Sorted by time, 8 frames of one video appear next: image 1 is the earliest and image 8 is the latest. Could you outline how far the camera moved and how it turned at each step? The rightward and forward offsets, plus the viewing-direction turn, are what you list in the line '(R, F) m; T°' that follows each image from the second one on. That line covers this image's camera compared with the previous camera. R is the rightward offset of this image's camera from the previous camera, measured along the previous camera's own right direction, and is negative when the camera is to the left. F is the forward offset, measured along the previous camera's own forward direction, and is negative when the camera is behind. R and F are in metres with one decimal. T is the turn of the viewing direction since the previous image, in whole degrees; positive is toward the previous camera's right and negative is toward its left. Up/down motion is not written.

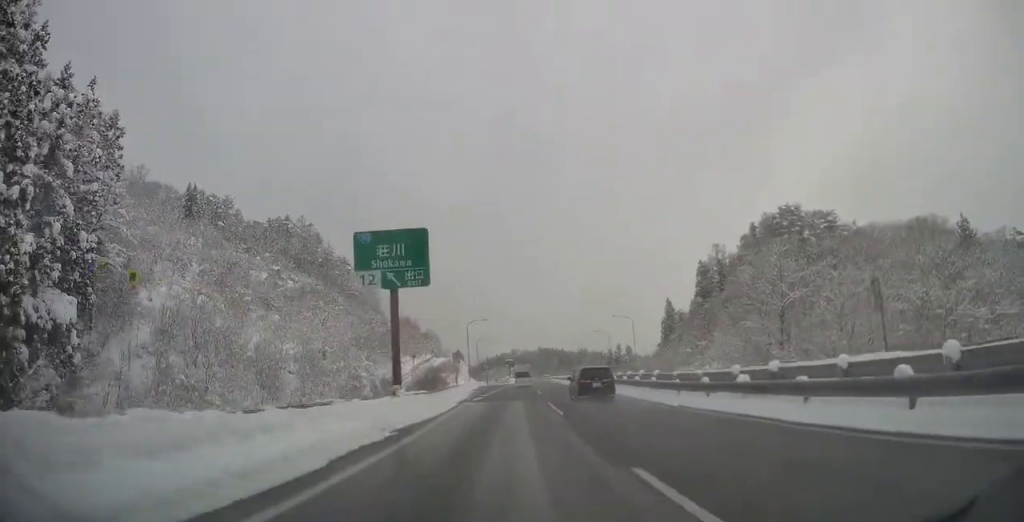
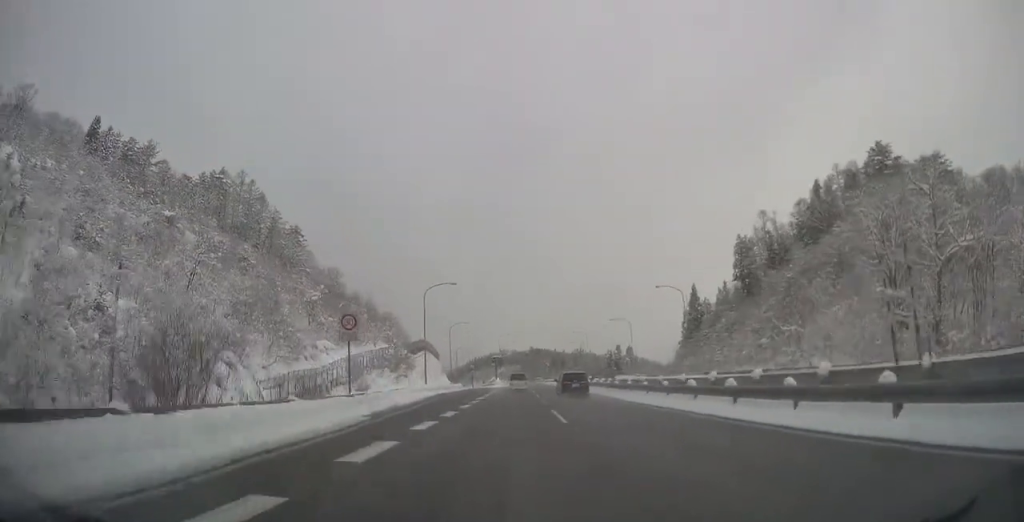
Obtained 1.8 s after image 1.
(0.0, +42.8) m; 0°
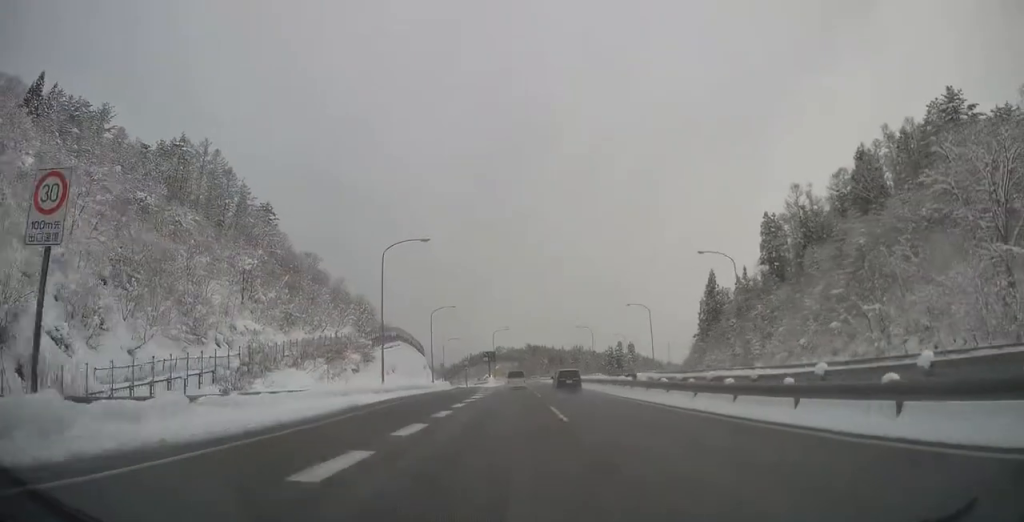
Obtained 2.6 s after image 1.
(0.0, +20.1) m; 0°
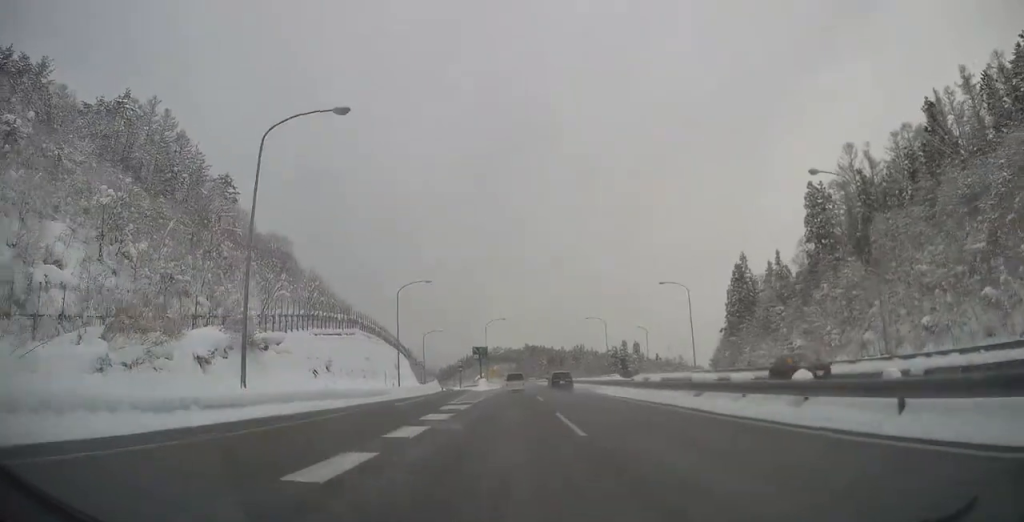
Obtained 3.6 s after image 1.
(0.0, +24.2) m; 0°
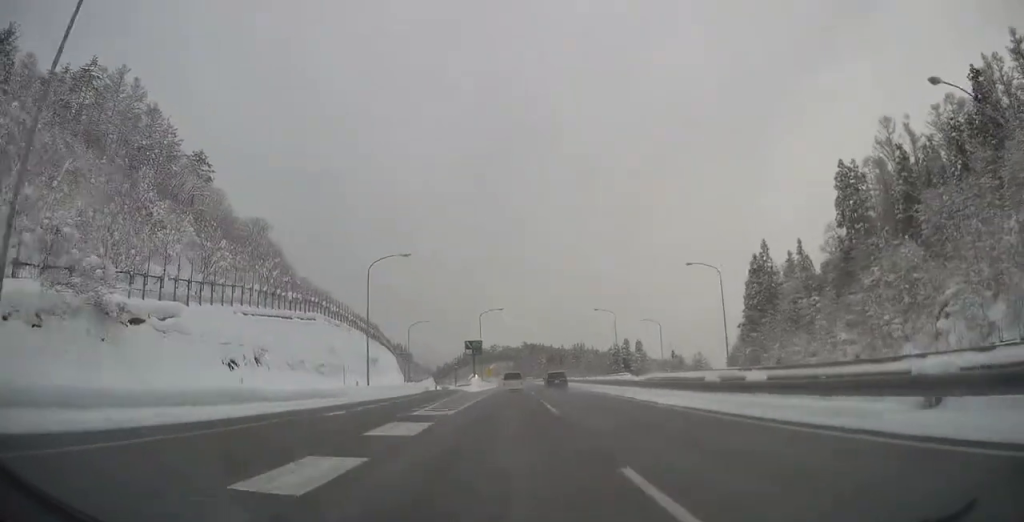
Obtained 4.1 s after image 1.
(0.0, +12.9) m; 0°
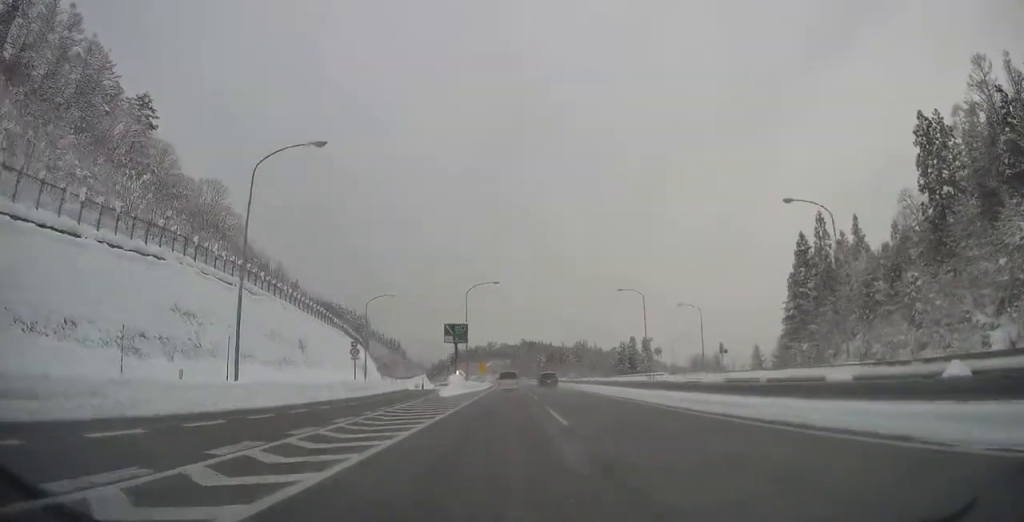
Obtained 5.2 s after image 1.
(+0.1, +24.8) m; +1°
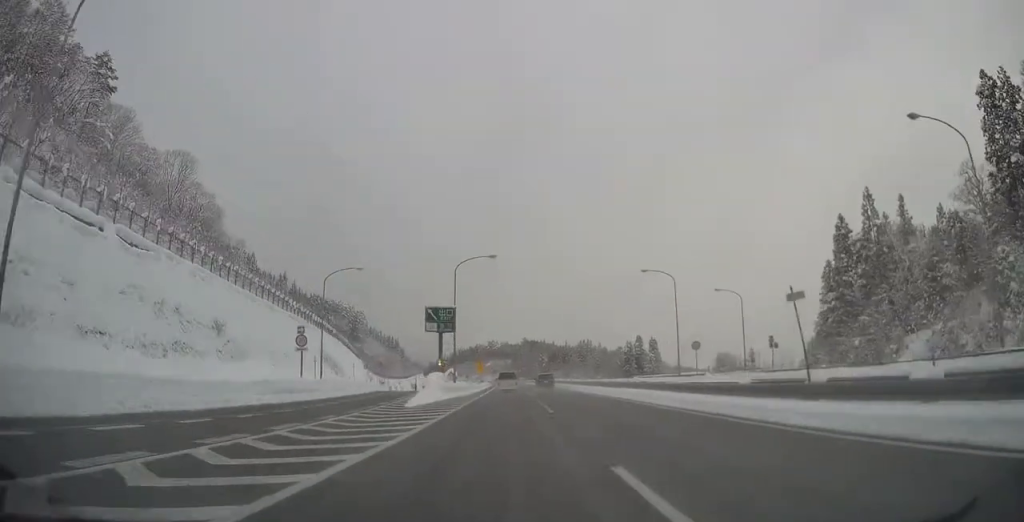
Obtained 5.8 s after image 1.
(+0.3, +15.0) m; 0°
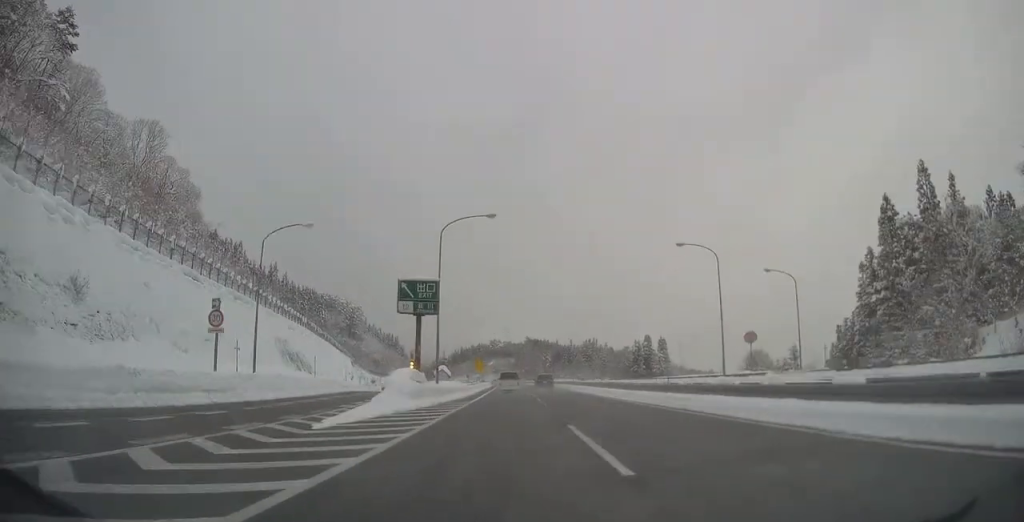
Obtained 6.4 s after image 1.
(0.0, +13.5) m; -1°
